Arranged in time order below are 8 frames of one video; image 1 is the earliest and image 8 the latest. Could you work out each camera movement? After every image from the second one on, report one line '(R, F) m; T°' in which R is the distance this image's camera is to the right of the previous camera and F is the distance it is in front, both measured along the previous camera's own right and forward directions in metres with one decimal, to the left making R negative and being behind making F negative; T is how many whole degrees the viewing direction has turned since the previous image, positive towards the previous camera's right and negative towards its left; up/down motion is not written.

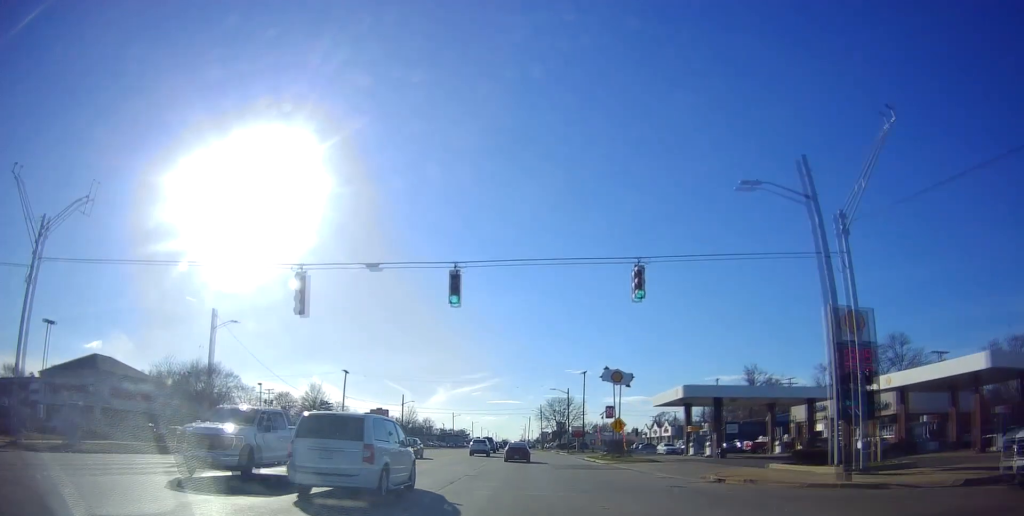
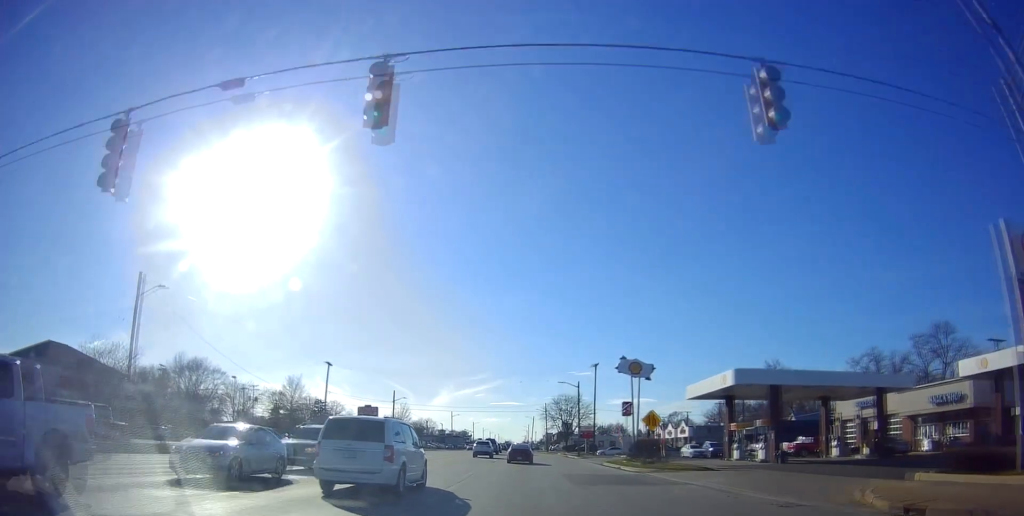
(0.0, +11.7) m; 0°
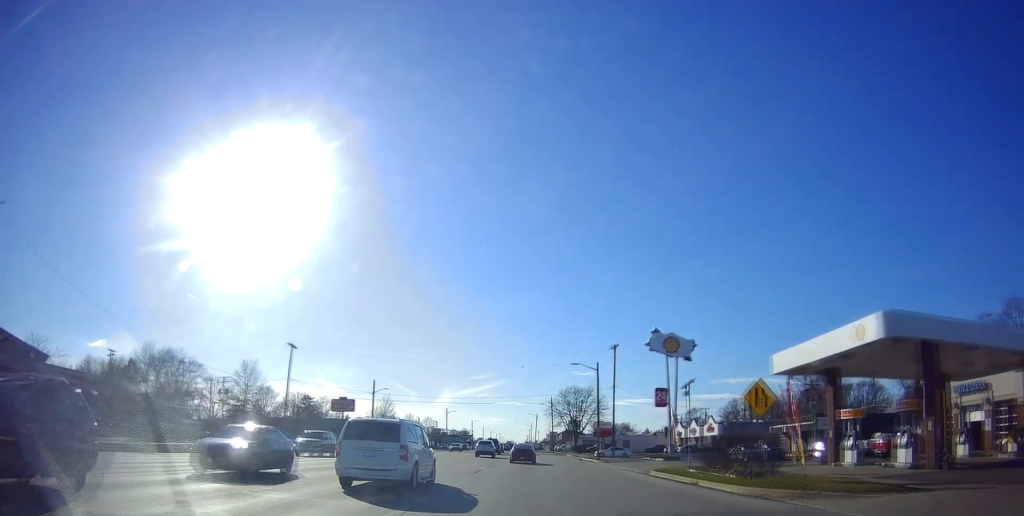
(0.0, +16.7) m; -2°
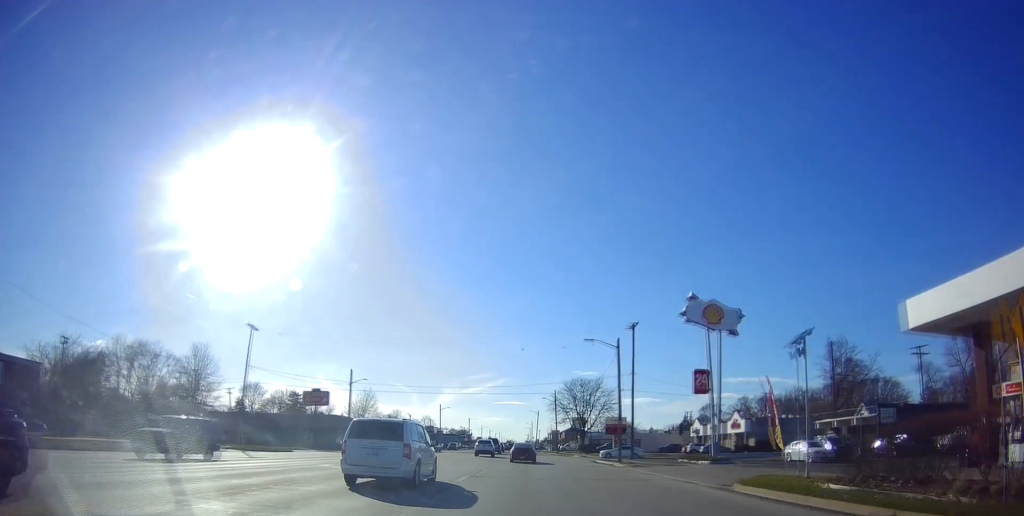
(-0.4, +12.2) m; -1°
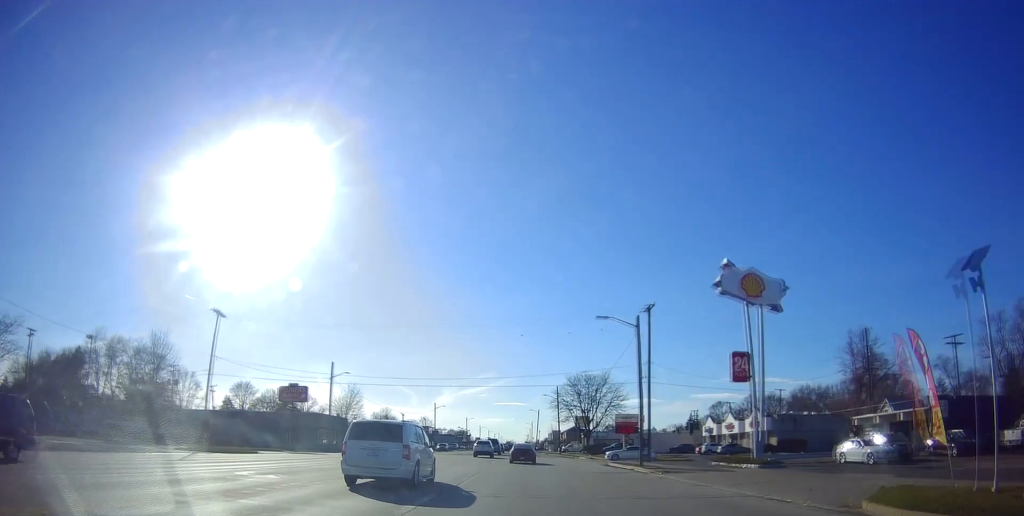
(-0.1, +7.8) m; 0°
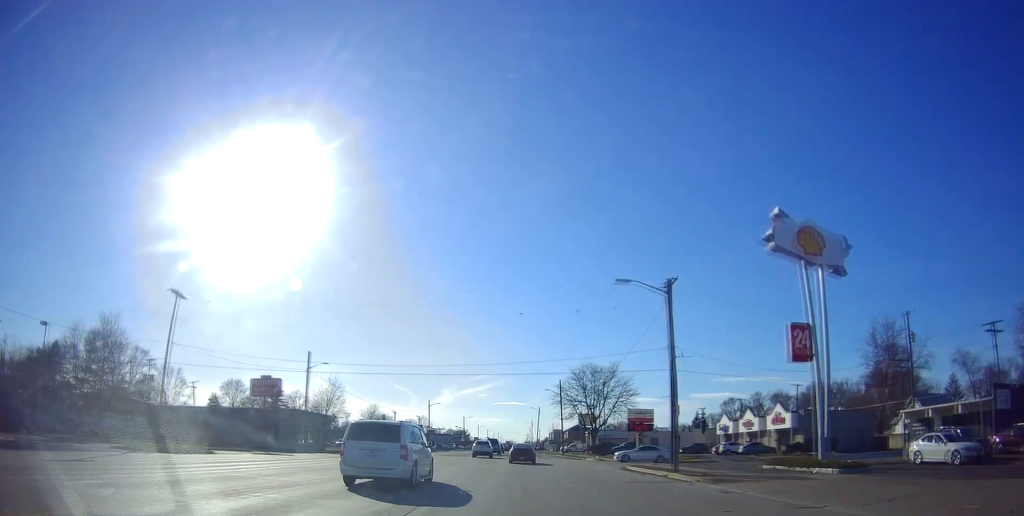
(0.0, +7.8) m; 0°
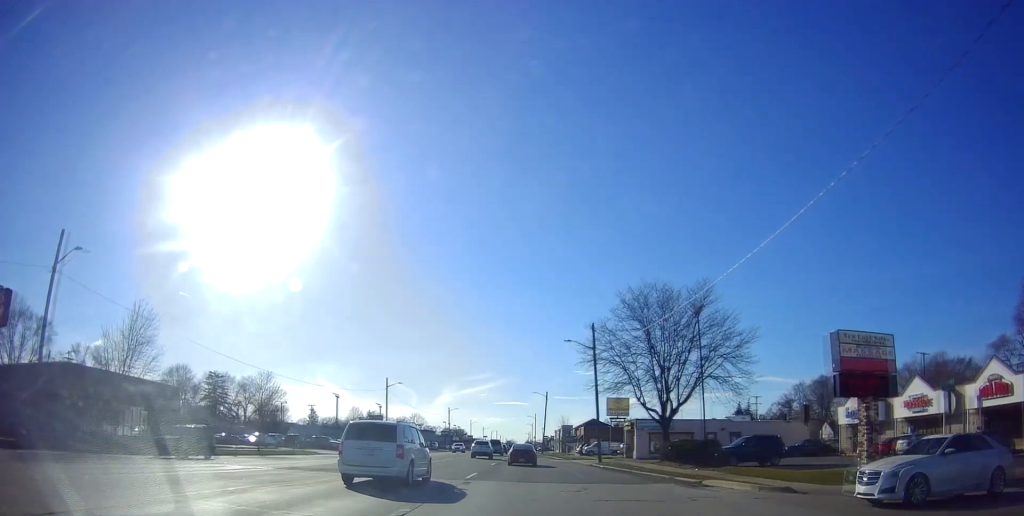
(+0.6, +38.5) m; 0°
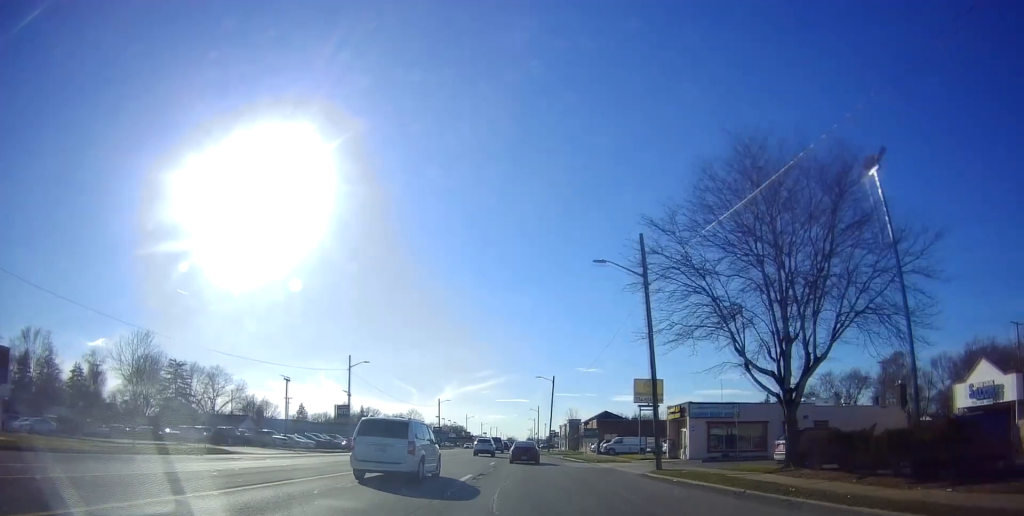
(-0.2, +19.2) m; +1°
